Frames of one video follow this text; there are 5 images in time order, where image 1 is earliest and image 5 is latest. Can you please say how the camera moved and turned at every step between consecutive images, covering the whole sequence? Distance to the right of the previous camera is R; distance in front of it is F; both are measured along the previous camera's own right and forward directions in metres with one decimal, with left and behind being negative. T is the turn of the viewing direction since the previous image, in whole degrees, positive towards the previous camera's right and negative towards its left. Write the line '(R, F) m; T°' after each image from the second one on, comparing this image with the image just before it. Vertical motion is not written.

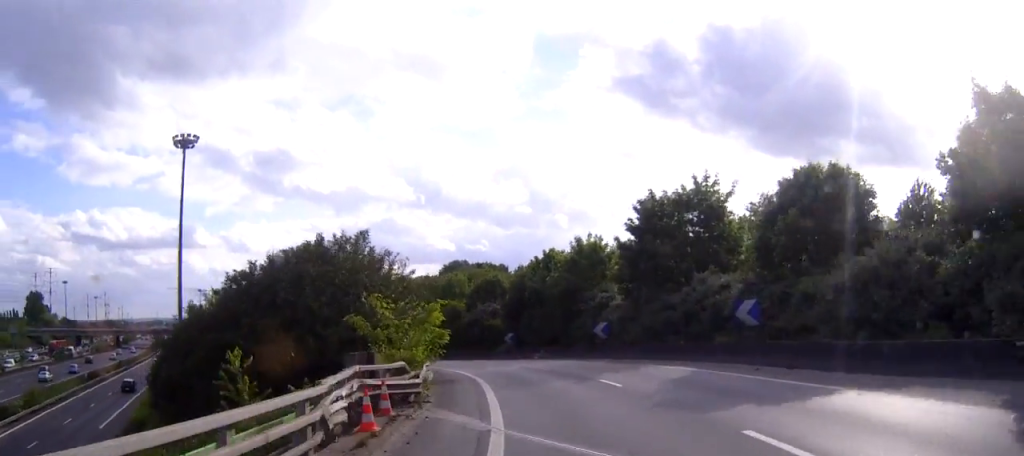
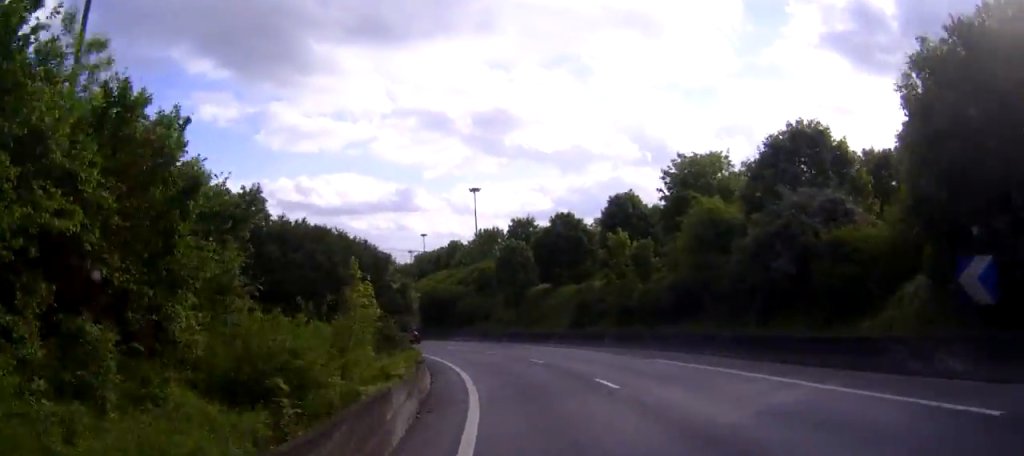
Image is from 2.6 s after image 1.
(-8.2, +52.2) m; -17°
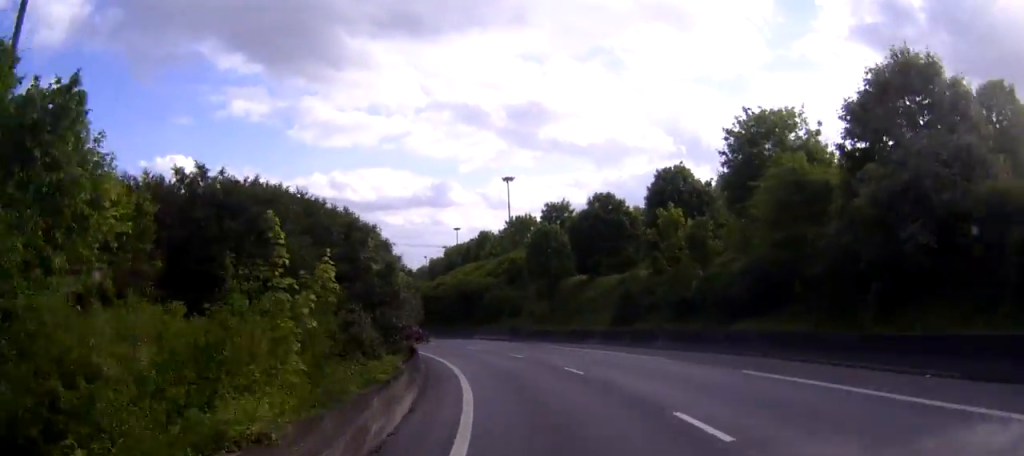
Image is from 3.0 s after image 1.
(0.0, +8.5) m; -3°
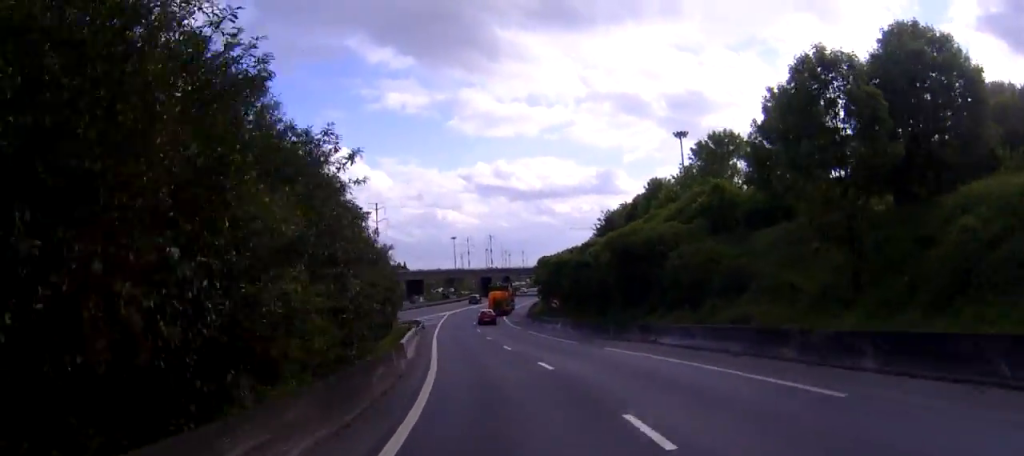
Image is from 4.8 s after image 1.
(-4.6, +39.6) m; -13°
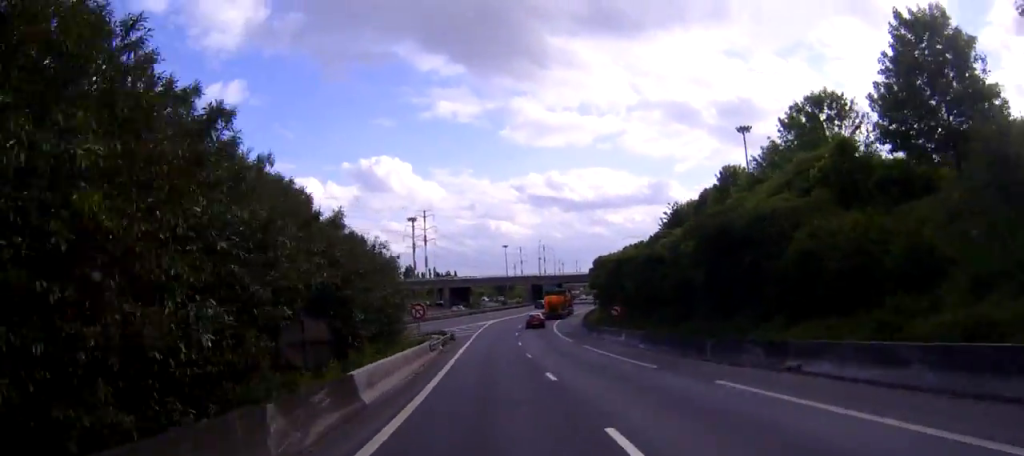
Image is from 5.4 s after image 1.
(-0.6, +13.4) m; -4°
